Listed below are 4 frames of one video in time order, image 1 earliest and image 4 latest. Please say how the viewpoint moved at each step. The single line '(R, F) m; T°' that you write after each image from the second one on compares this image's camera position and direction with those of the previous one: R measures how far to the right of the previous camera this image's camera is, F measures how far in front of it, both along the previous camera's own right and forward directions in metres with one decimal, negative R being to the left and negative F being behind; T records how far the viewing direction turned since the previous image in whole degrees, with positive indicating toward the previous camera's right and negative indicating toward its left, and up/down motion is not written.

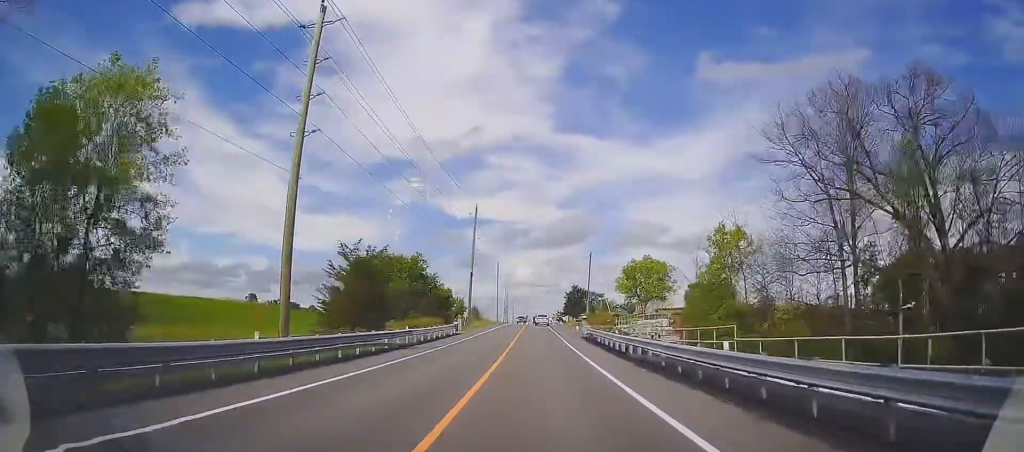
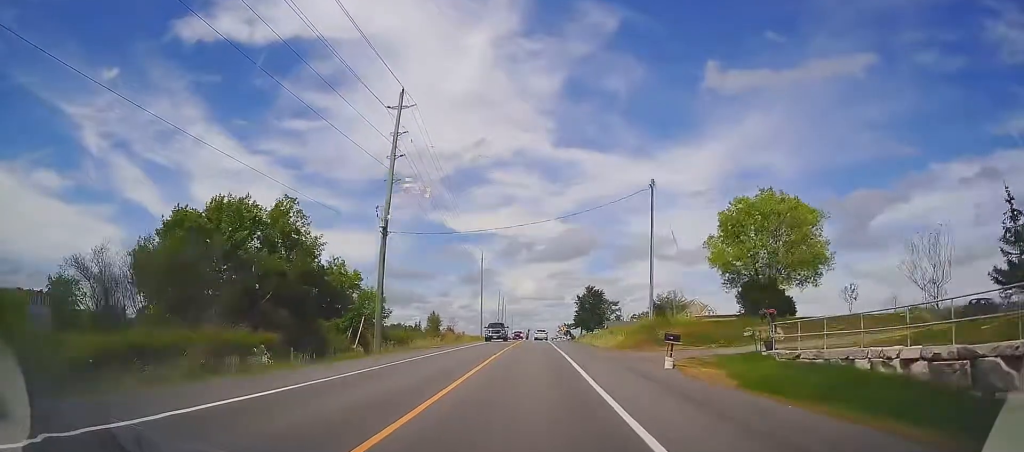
(+0.1, +40.8) m; 0°
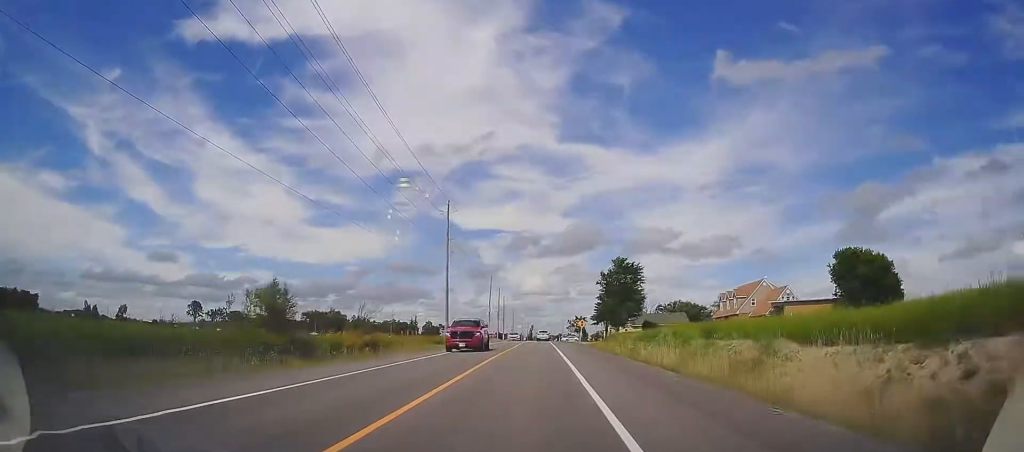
(-0.1, +39.3) m; 0°
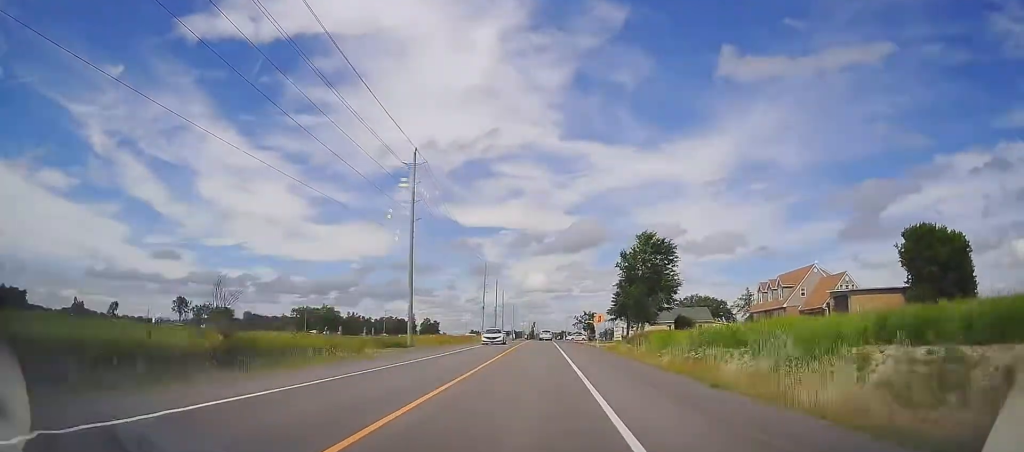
(-0.1, +17.5) m; -1°
